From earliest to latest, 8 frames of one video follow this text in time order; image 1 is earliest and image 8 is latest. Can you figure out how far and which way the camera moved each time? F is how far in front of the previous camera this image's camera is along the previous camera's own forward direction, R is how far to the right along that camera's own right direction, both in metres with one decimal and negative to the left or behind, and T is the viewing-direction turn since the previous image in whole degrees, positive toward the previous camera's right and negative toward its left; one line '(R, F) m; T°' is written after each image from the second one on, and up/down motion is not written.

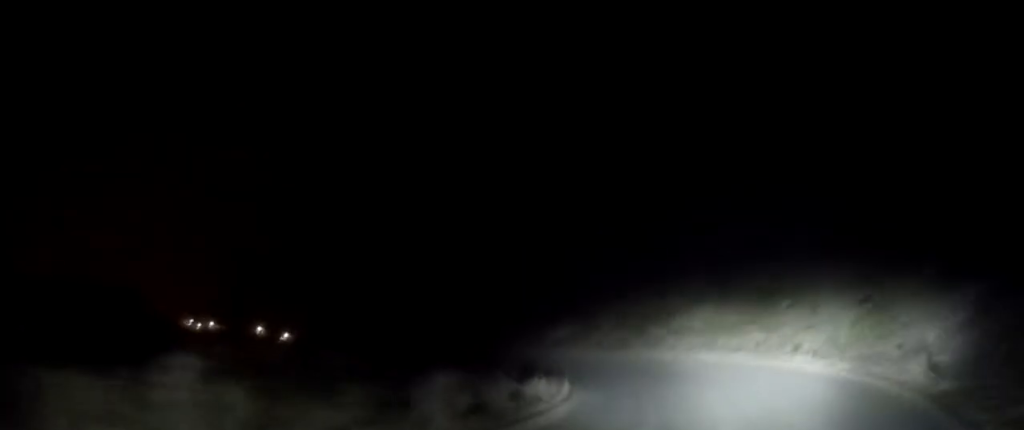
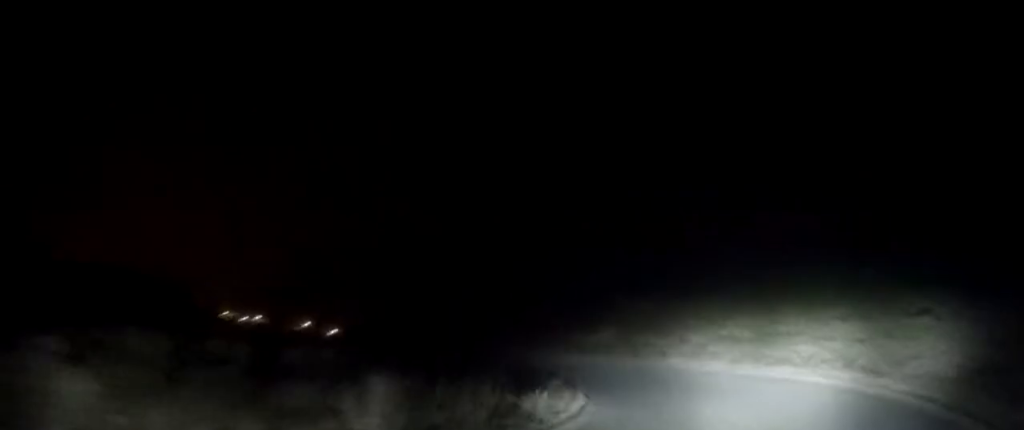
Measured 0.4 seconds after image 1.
(0.0, +2.8) m; -2°
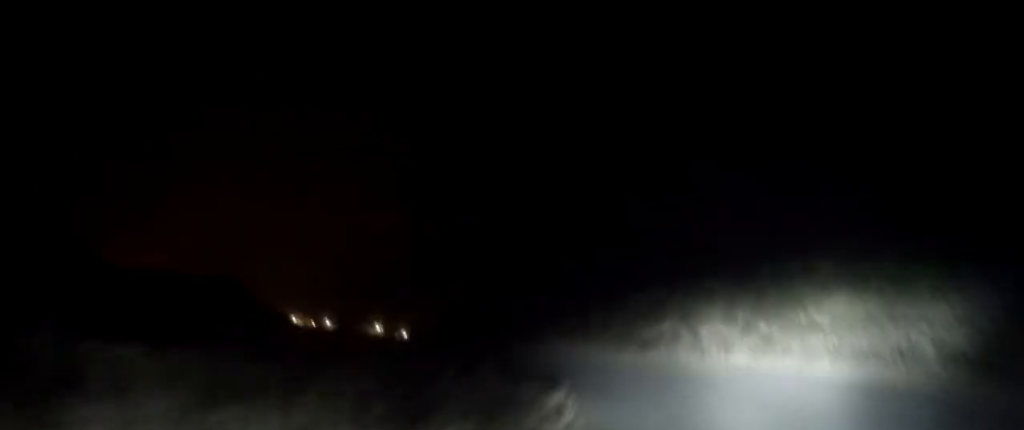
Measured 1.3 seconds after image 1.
(-0.2, +5.6) m; -10°
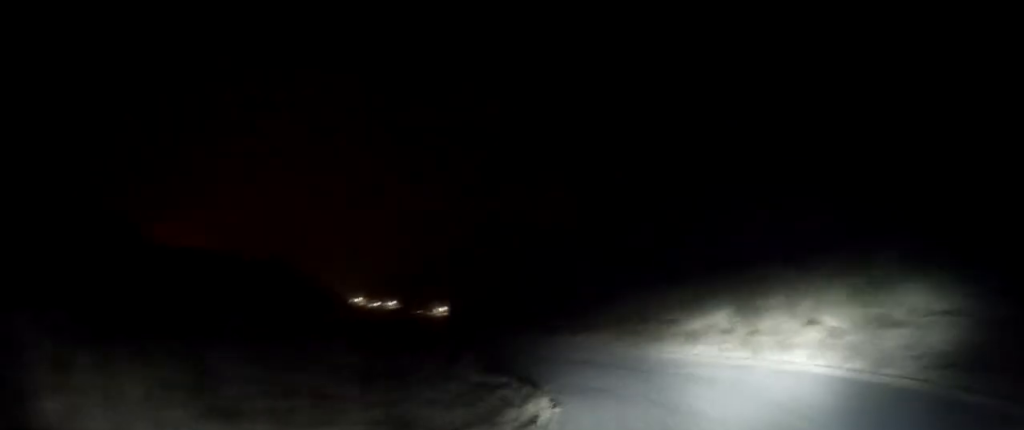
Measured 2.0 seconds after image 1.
(-0.5, +3.9) m; -6°
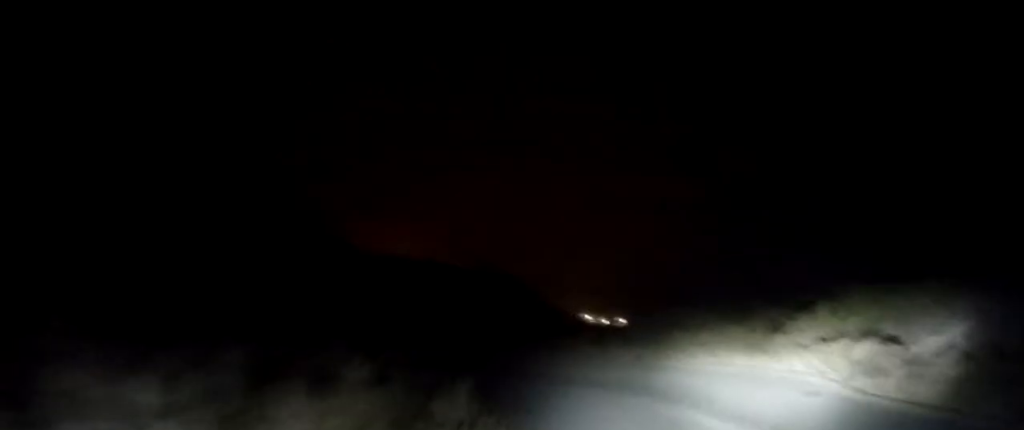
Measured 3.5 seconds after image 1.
(-0.9, +9.5) m; -14°
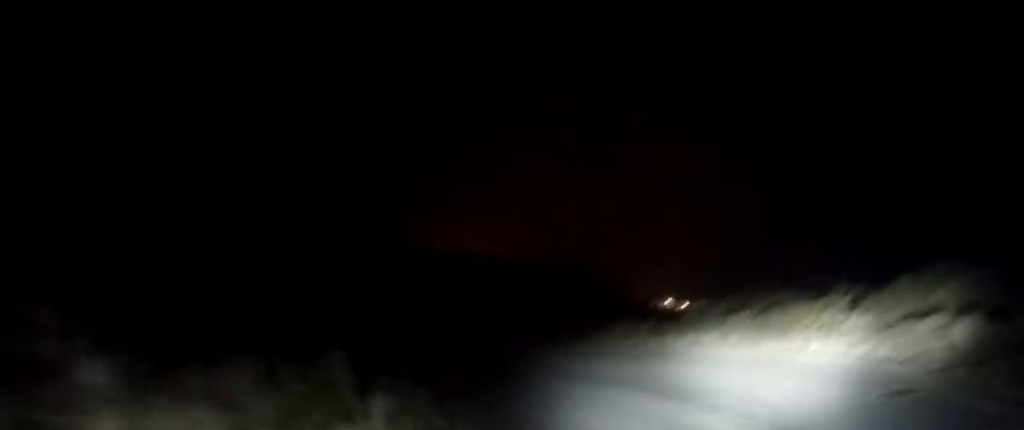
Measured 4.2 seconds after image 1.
(-0.5, +4.0) m; -8°
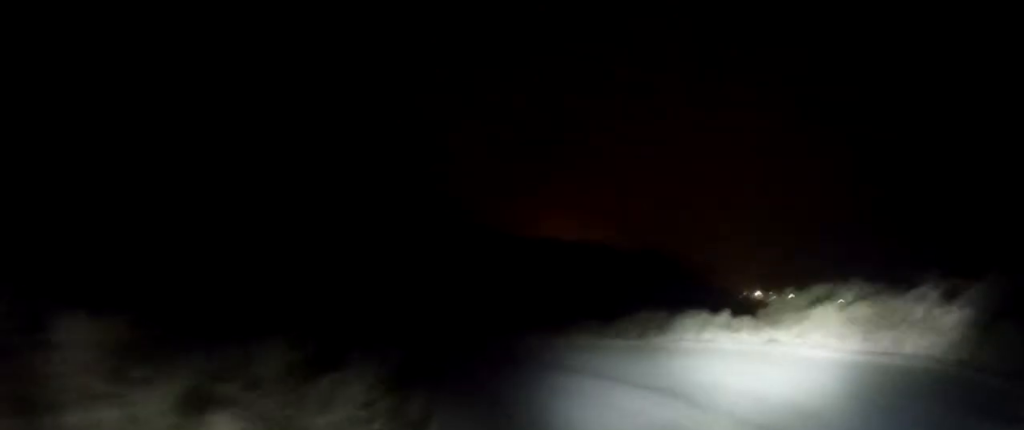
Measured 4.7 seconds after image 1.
(-0.2, +3.3) m; -5°
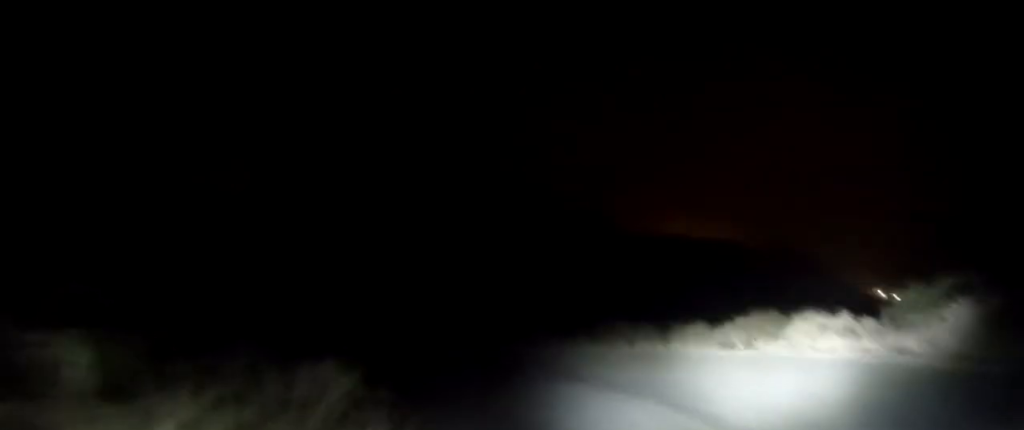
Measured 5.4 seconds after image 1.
(-0.2, +4.4) m; -5°
